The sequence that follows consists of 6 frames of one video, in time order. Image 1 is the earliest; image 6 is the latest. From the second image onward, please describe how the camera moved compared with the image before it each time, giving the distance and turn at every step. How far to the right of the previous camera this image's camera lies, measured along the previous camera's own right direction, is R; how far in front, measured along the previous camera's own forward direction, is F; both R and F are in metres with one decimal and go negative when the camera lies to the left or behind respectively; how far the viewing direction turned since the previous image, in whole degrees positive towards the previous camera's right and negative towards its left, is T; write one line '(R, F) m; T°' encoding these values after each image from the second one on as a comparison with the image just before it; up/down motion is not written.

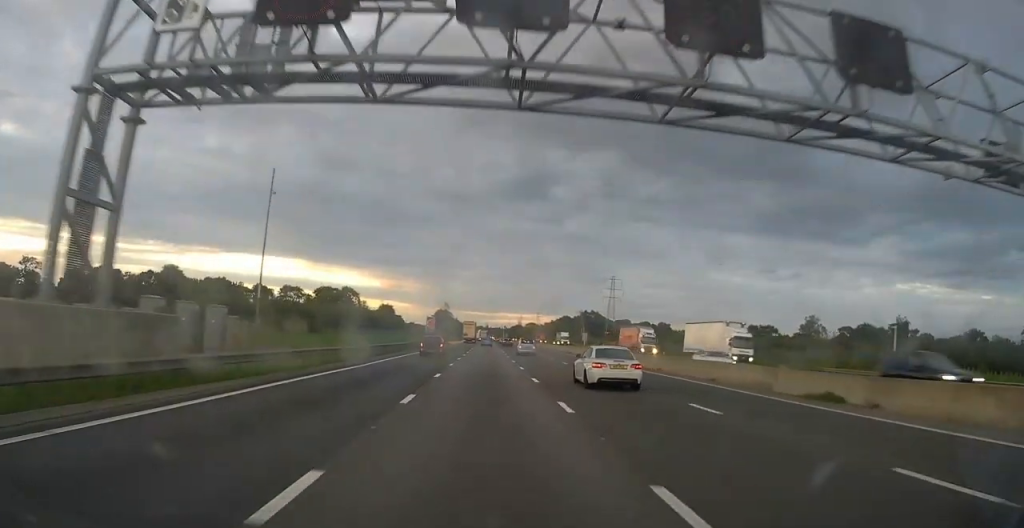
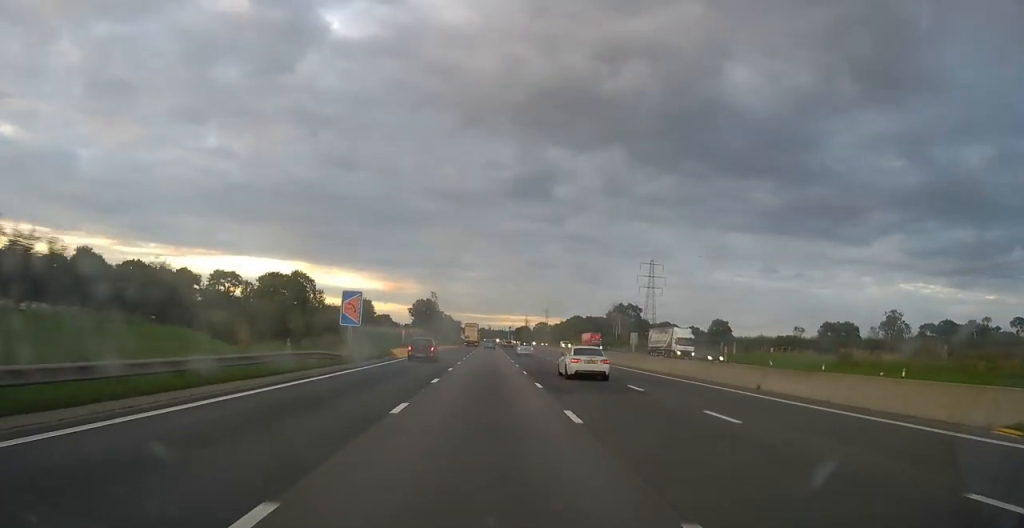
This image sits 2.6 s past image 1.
(-0.1, +64.7) m; 0°
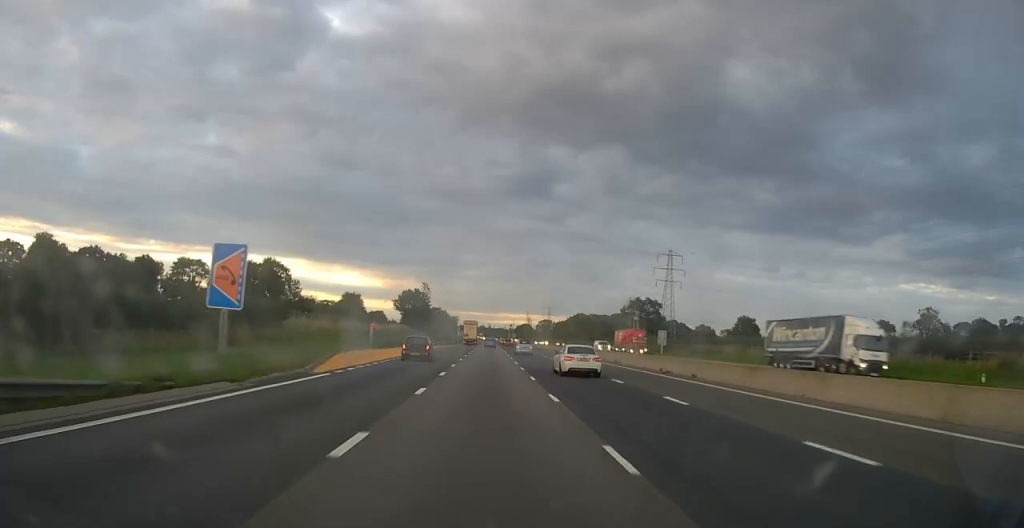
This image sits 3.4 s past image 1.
(0.0, +22.2) m; 0°
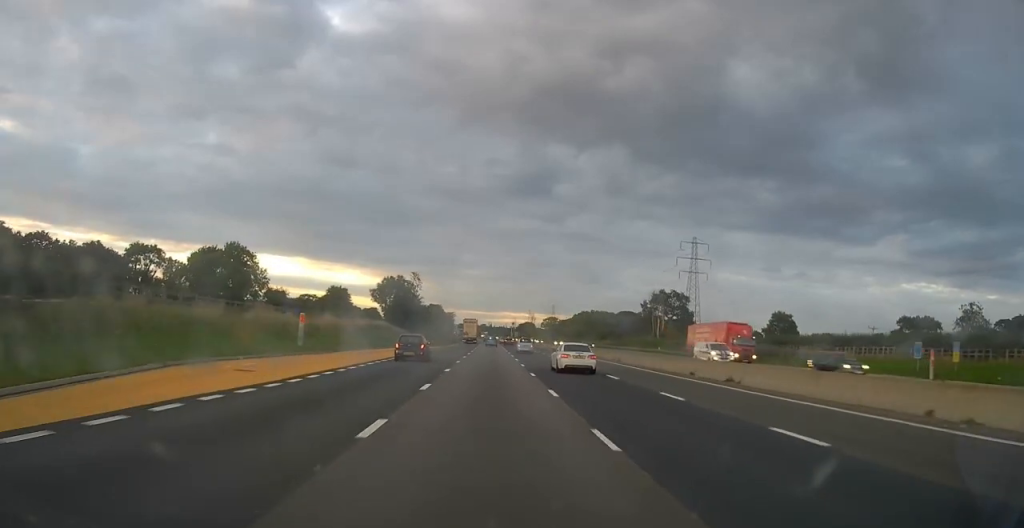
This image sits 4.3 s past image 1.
(0.0, +23.3) m; 0°
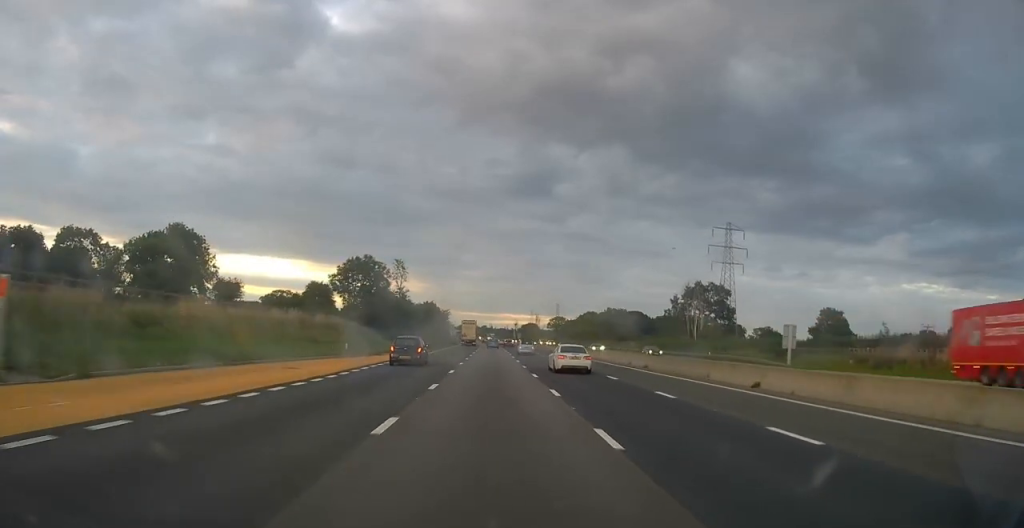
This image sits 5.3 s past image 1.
(0.0, +25.2) m; 0°
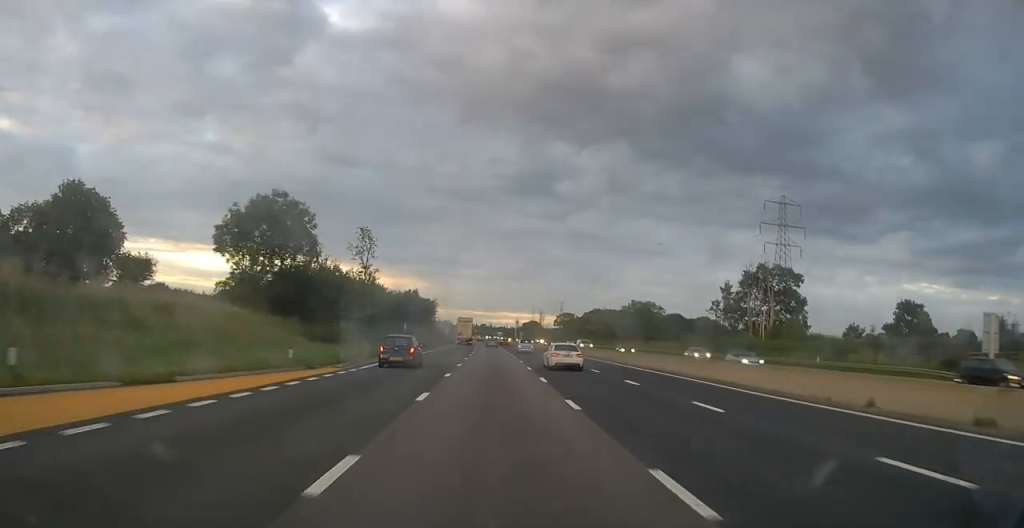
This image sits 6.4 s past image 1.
(+0.1, +29.9) m; 0°
